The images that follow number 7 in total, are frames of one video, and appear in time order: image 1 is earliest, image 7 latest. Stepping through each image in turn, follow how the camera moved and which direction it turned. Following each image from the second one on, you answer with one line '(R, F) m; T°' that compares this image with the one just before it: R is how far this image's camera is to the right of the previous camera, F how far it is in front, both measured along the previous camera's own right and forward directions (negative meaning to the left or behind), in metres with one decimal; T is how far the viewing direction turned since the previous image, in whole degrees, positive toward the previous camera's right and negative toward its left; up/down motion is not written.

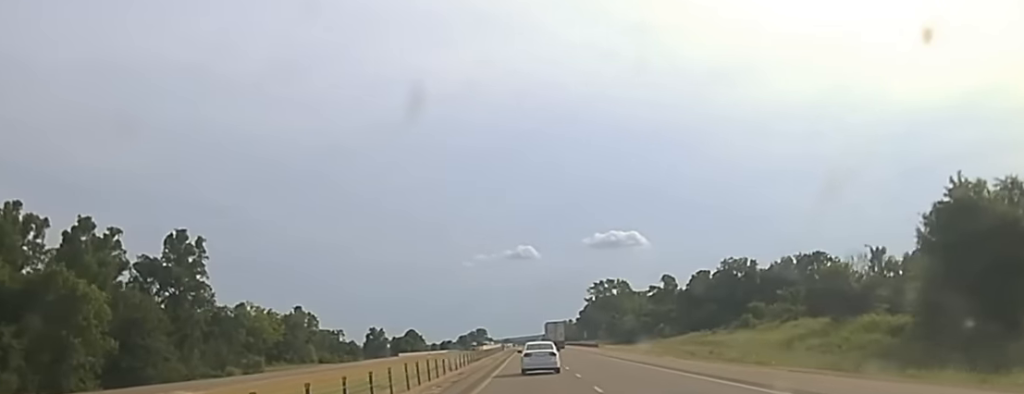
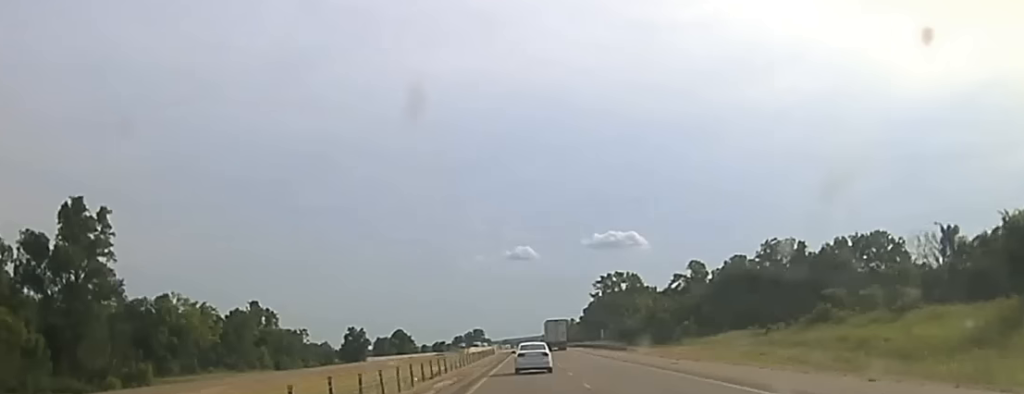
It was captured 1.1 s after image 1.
(+0.1, +45.8) m; 0°
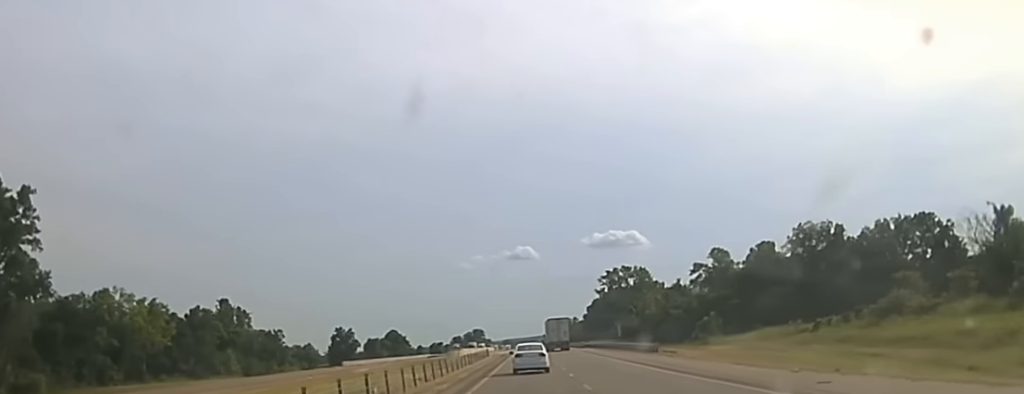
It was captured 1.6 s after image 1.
(0.0, +20.7) m; 0°
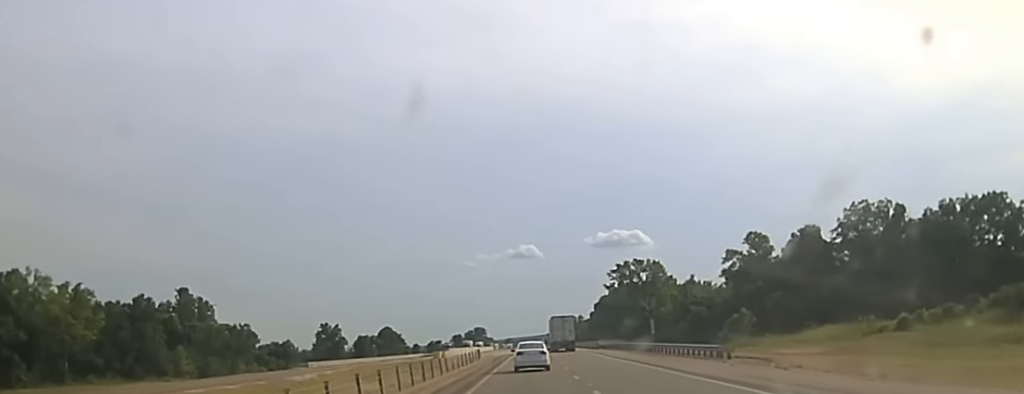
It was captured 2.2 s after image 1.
(-0.1, +25.3) m; 0°
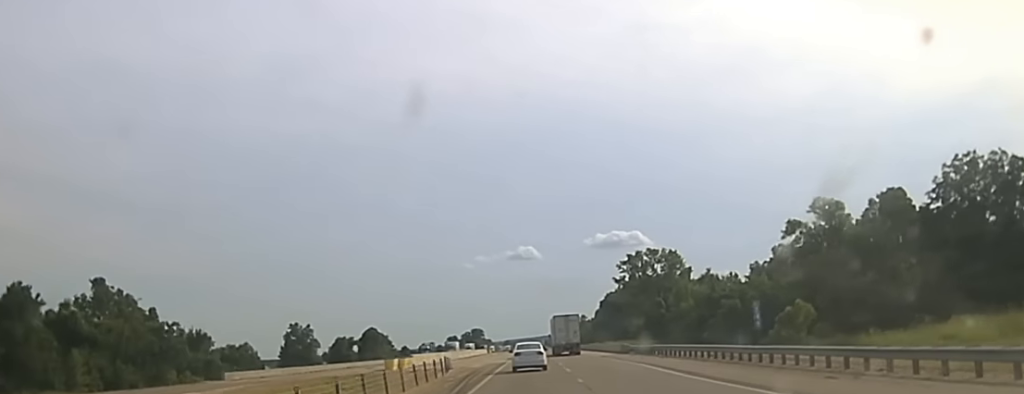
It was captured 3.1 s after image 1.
(0.0, +36.6) m; 0°
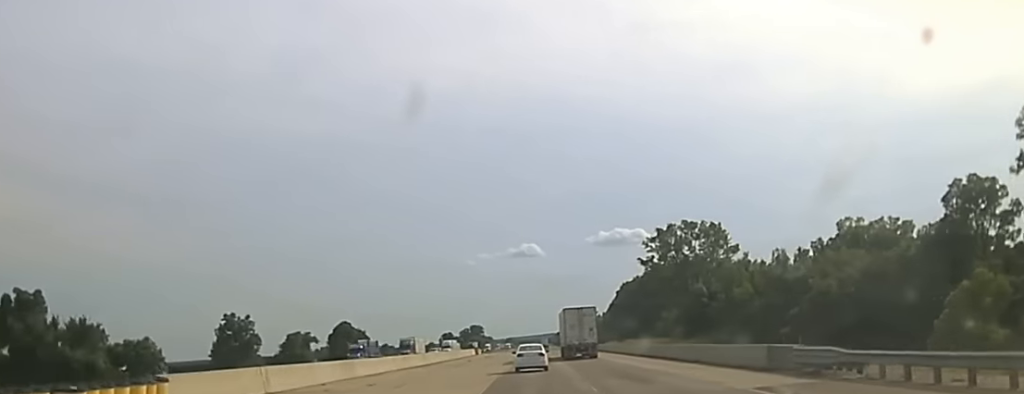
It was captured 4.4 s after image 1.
(0.0, +61.0) m; 0°
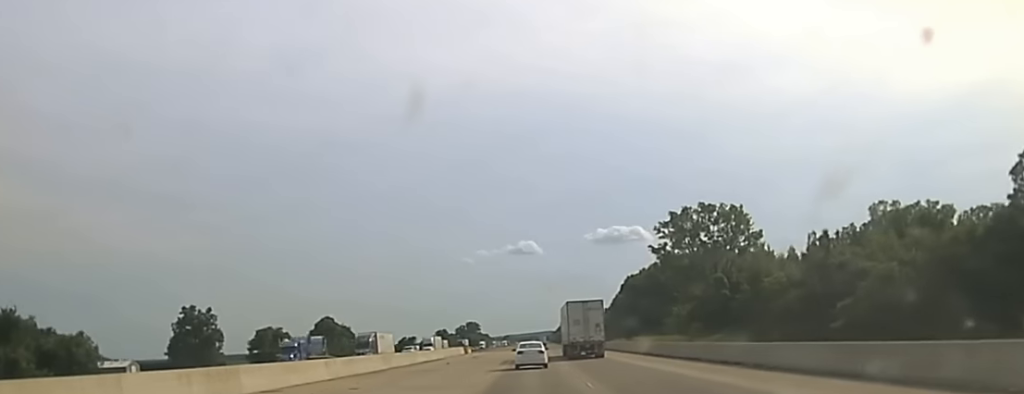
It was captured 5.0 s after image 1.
(-0.1, +27.6) m; 0°
